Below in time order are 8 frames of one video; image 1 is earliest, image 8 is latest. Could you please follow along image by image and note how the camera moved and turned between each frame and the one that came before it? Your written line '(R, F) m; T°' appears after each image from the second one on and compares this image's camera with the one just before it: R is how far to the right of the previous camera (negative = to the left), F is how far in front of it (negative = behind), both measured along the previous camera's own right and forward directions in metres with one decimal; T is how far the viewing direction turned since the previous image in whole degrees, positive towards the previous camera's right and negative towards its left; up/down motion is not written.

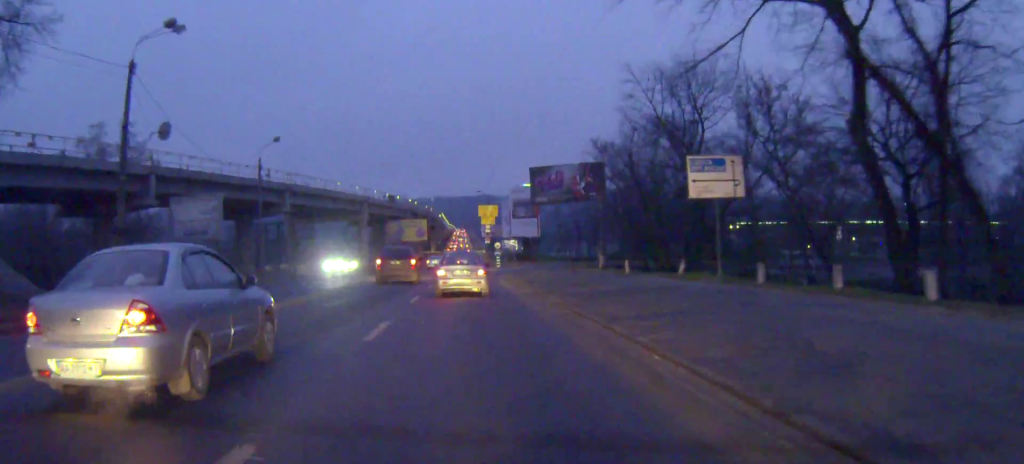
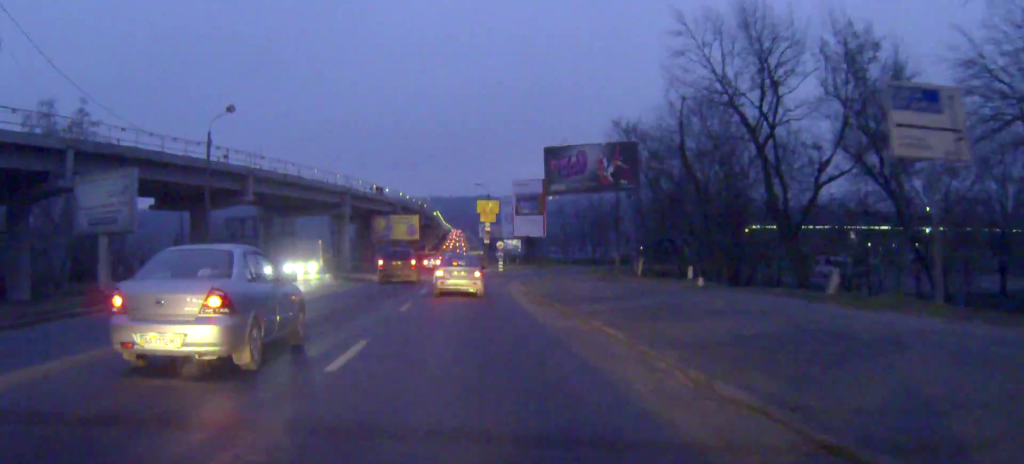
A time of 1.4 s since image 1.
(-0.3, +12.6) m; -2°
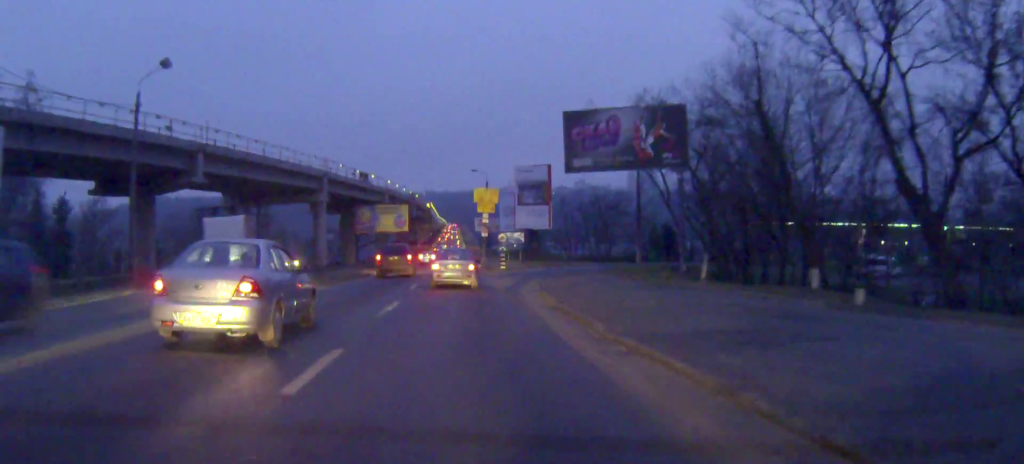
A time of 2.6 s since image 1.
(+0.2, +12.1) m; +2°
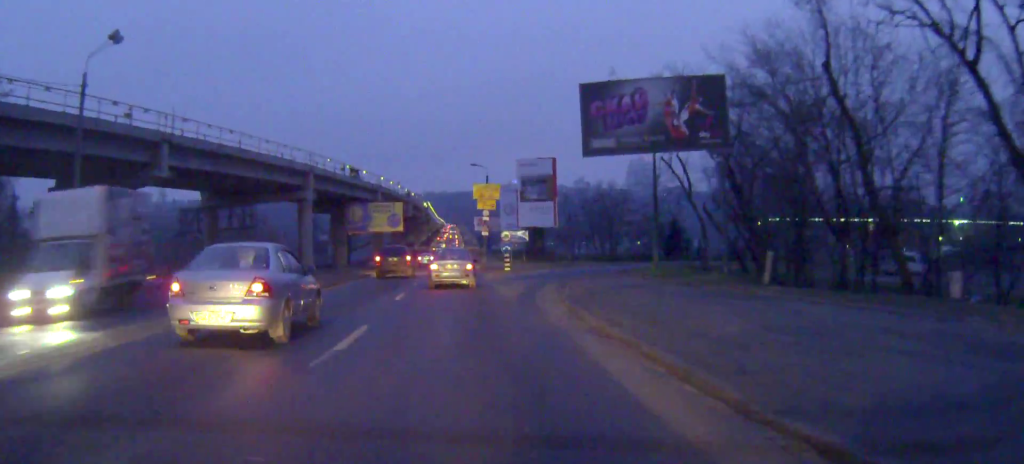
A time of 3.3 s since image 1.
(+0.1, +6.6) m; 0°
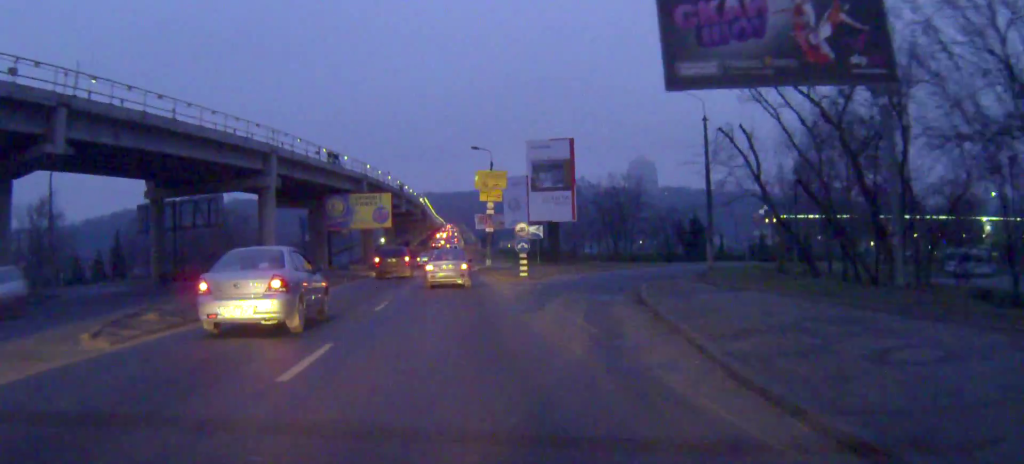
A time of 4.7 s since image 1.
(-0.1, +13.8) m; -1°
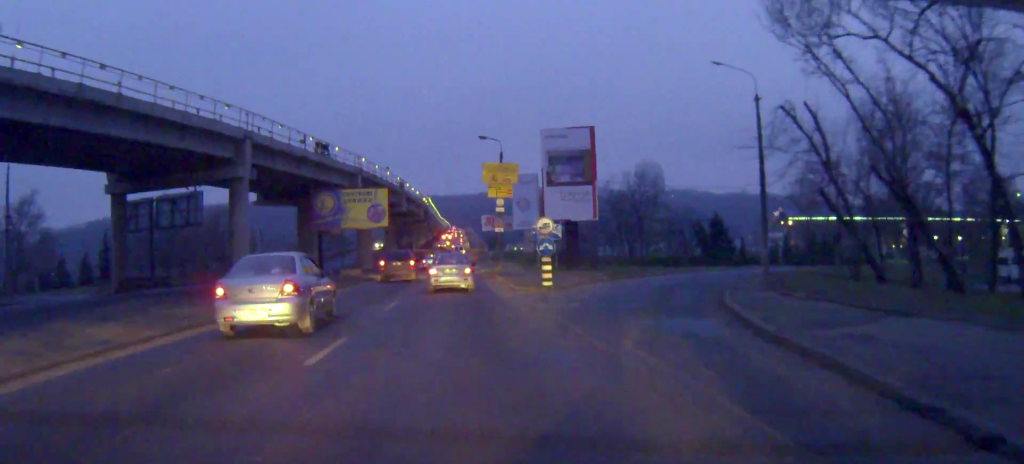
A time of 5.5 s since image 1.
(0.0, +8.2) m; 0°
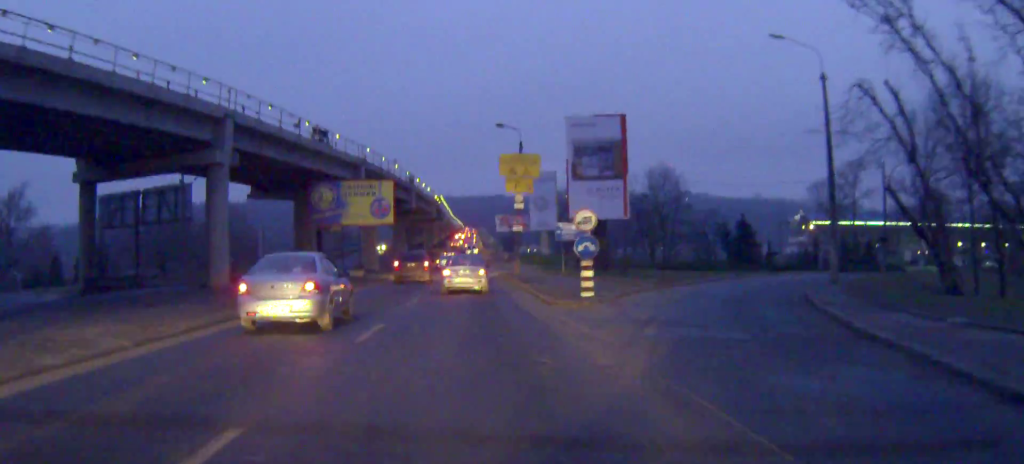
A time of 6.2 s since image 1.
(+0.1, +6.6) m; 0°
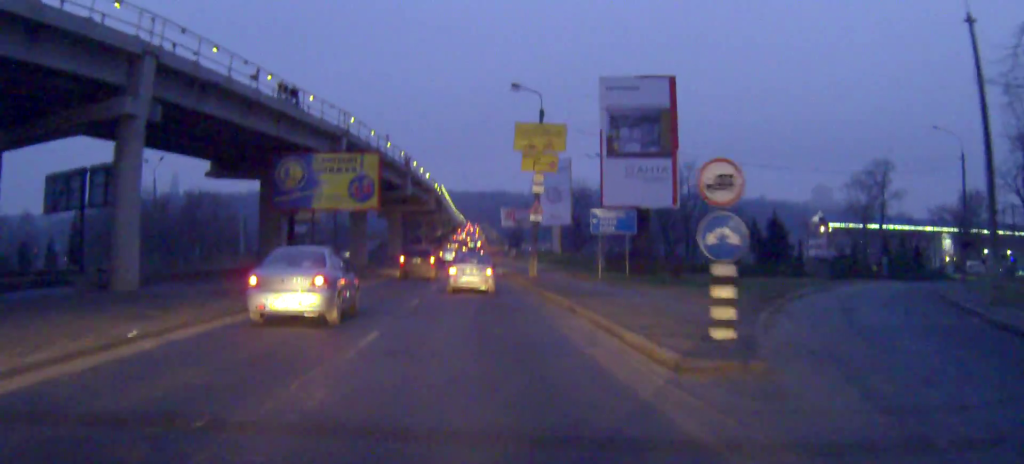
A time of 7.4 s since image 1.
(-0.2, +11.7) m; 0°
